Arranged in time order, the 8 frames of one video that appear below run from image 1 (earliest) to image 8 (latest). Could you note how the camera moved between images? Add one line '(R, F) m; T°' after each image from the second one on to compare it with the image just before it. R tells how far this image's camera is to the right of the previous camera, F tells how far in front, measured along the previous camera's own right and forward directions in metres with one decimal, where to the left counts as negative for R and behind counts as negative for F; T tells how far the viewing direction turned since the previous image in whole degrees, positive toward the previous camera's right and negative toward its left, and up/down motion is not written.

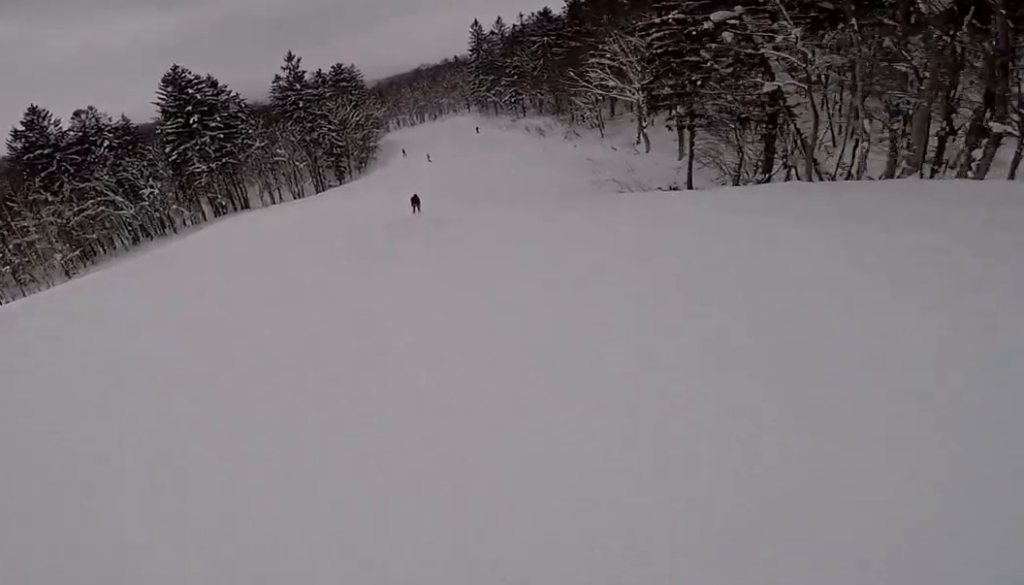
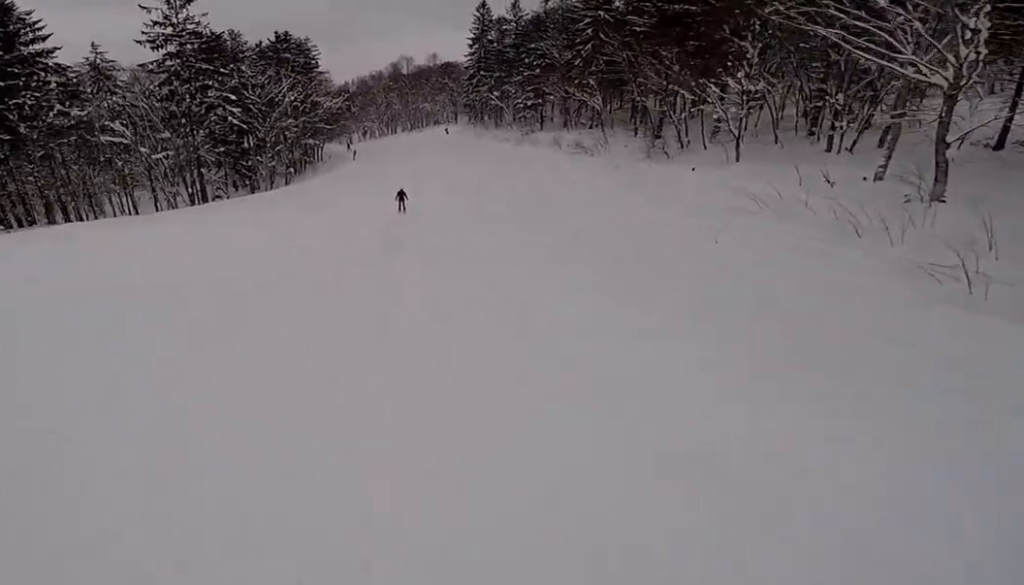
(+1.8, +37.5) m; +4°
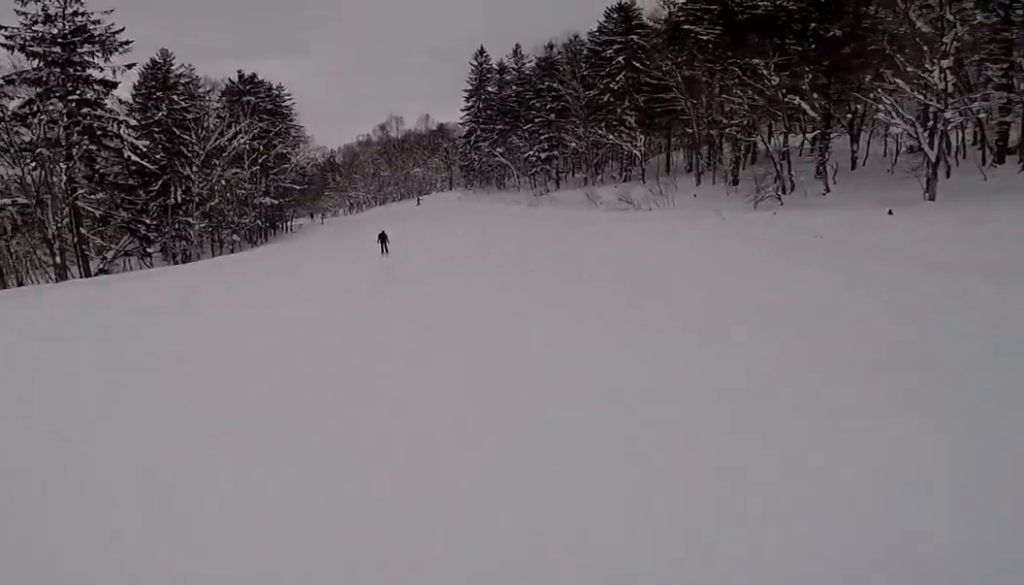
(+0.4, +17.1) m; +4°
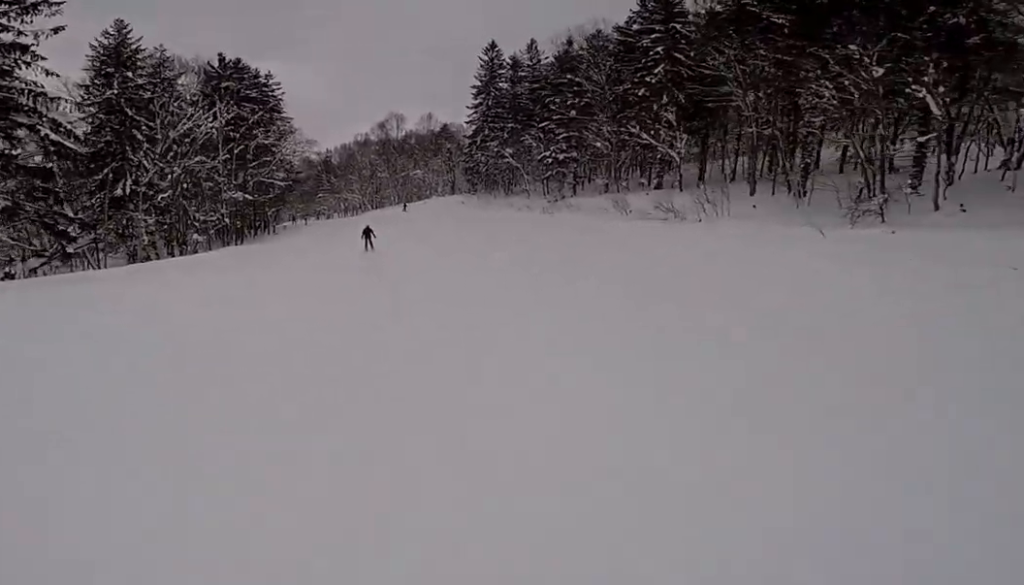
(+0.4, +7.0) m; +2°
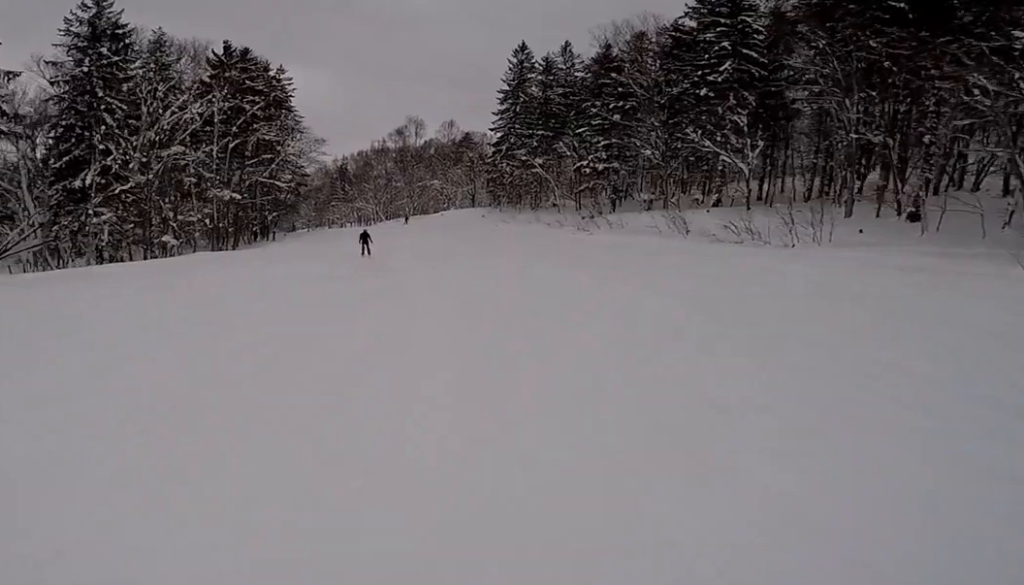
(-0.2, +6.4) m; -2°
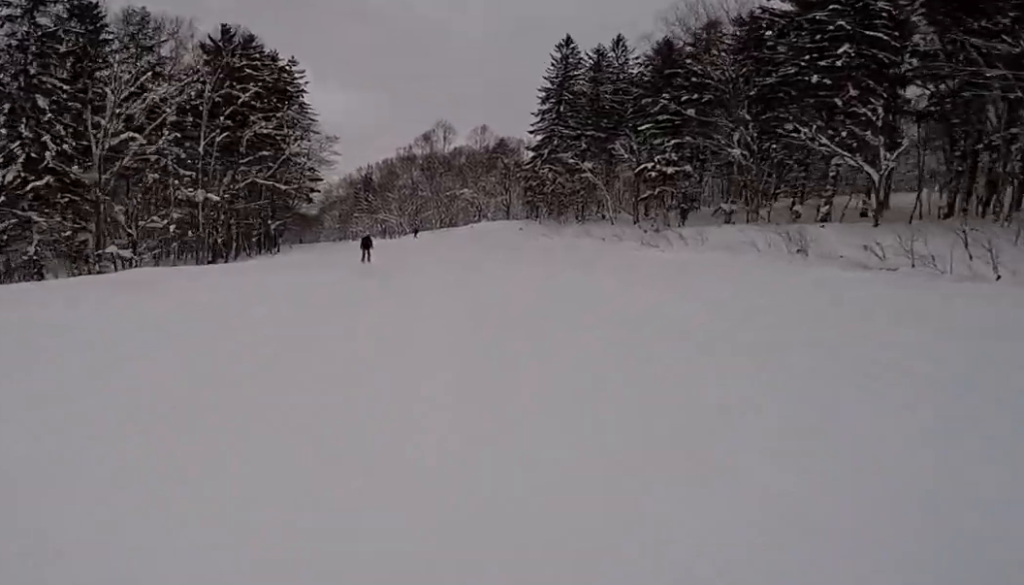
(+0.1, +7.9) m; -3°
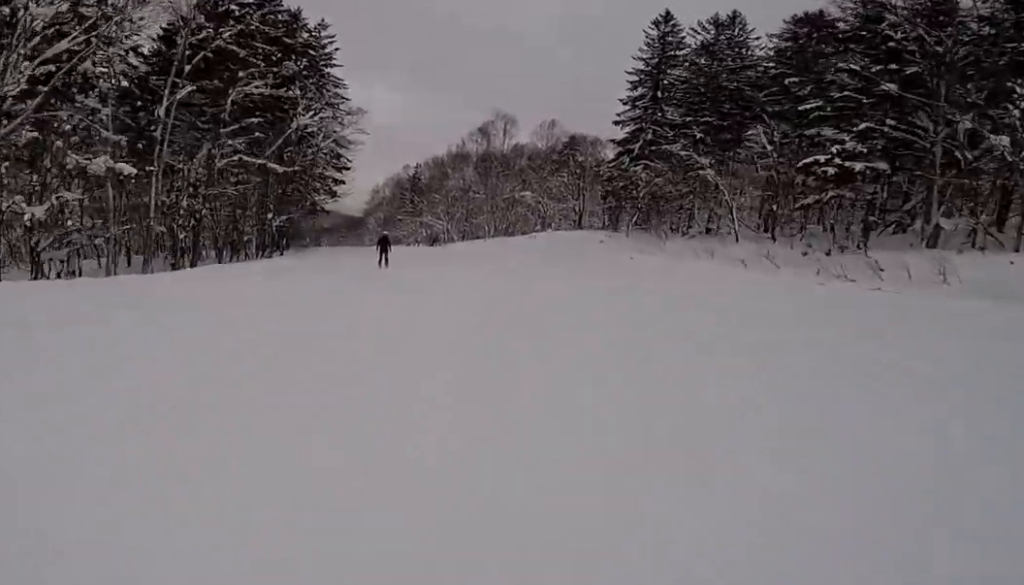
(-0.9, +12.9) m; -4°
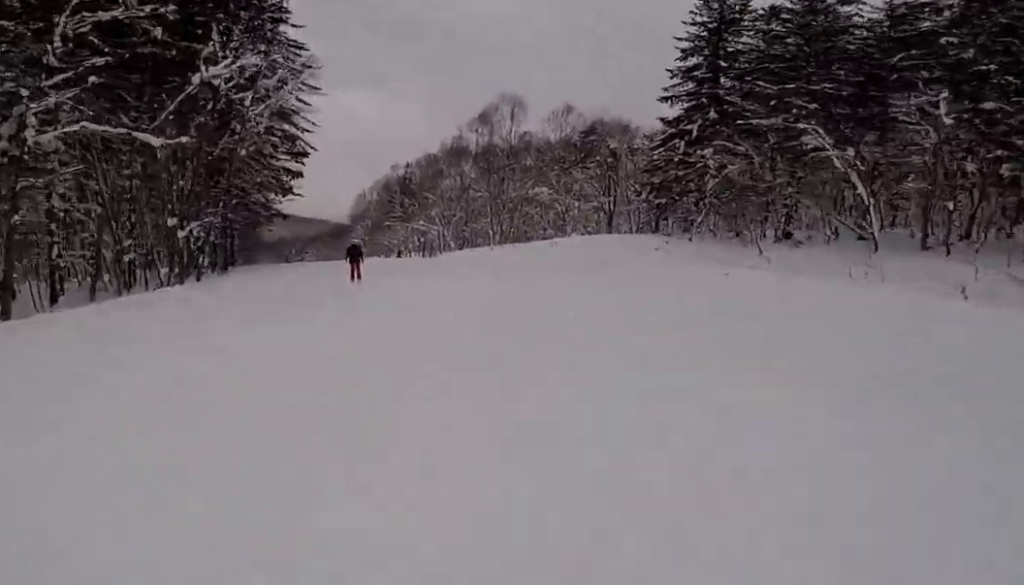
(-0.2, +12.9) m; -4°
